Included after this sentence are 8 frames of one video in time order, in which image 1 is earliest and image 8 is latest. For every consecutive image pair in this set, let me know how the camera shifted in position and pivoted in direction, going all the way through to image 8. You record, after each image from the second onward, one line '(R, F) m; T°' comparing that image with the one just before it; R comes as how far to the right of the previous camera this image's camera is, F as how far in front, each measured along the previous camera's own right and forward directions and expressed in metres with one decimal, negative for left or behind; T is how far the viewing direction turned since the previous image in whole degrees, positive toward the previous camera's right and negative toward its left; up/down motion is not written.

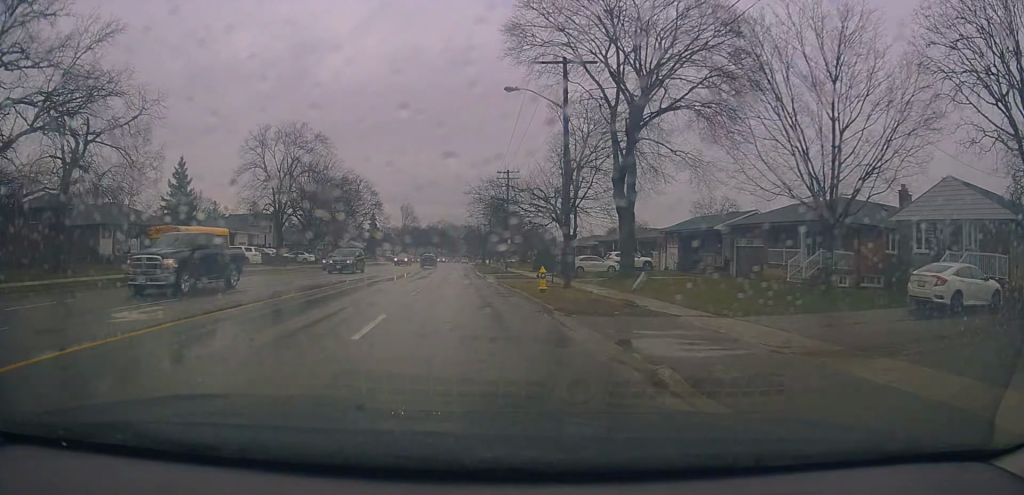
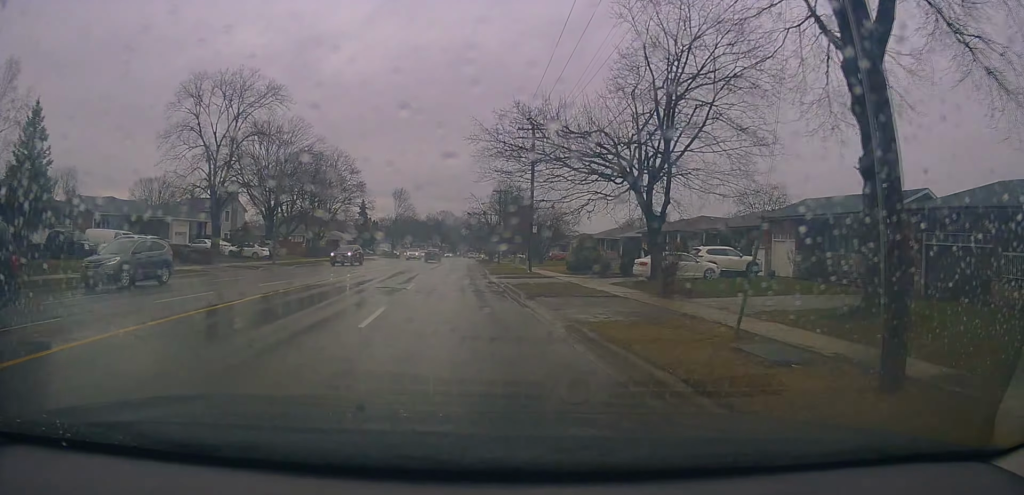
(-0.5, +18.2) m; 0°
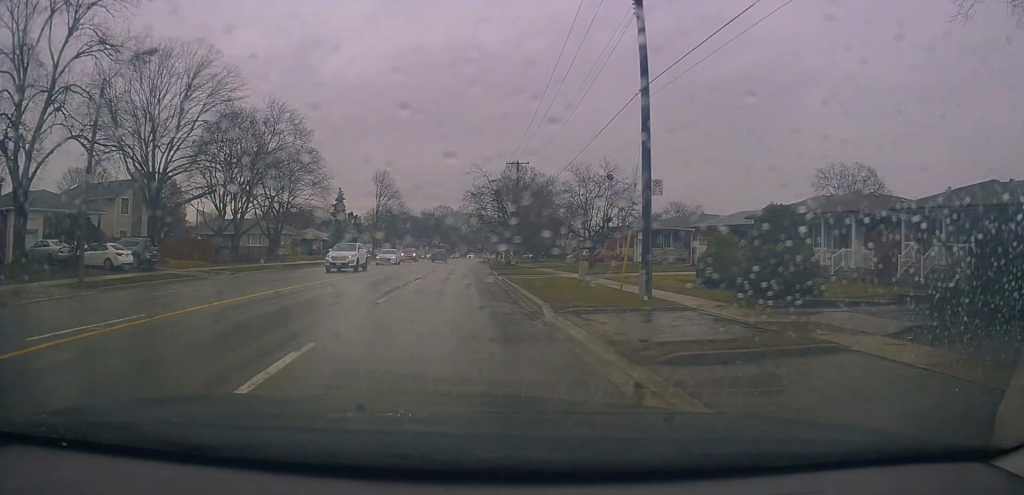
(+0.2, +25.3) m; +1°
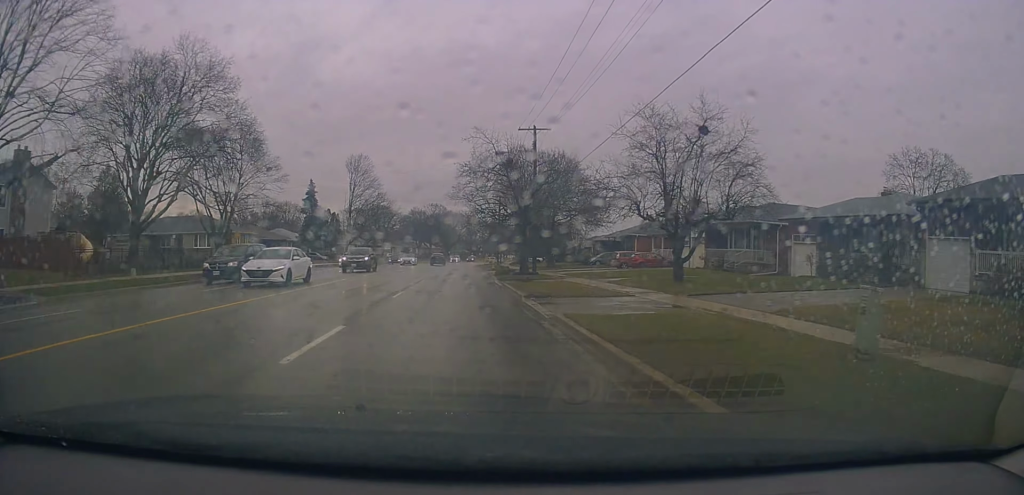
(+0.2, +17.3) m; 0°
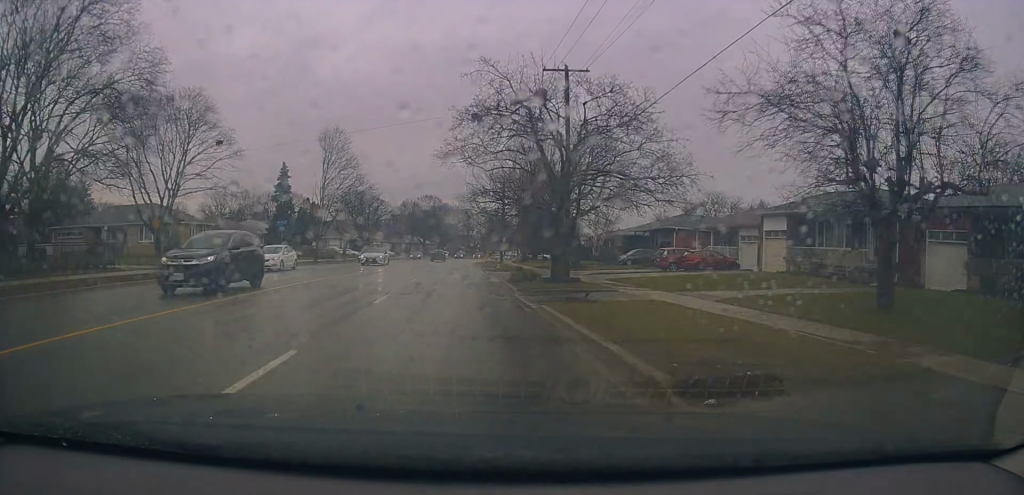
(-0.2, +14.1) m; -1°
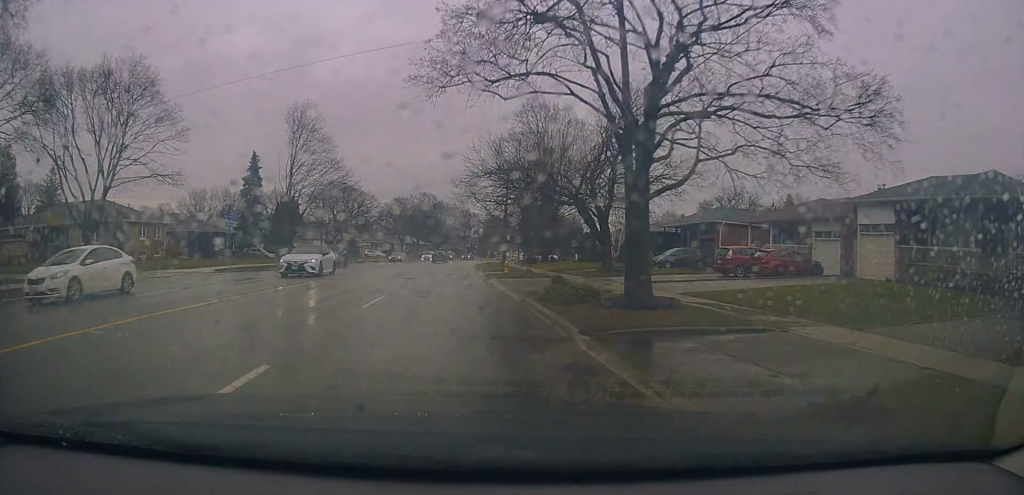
(-0.1, +11.1) m; 0°
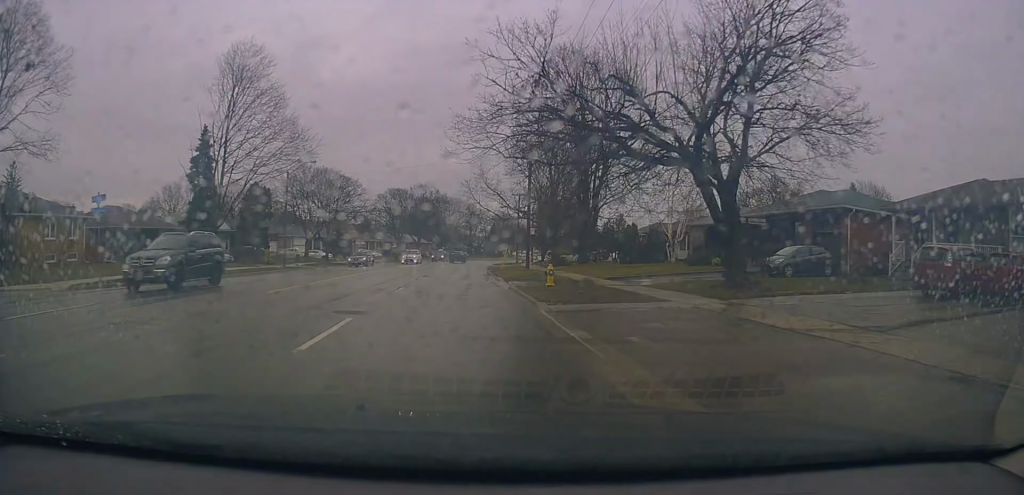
(+0.2, +16.9) m; +1°
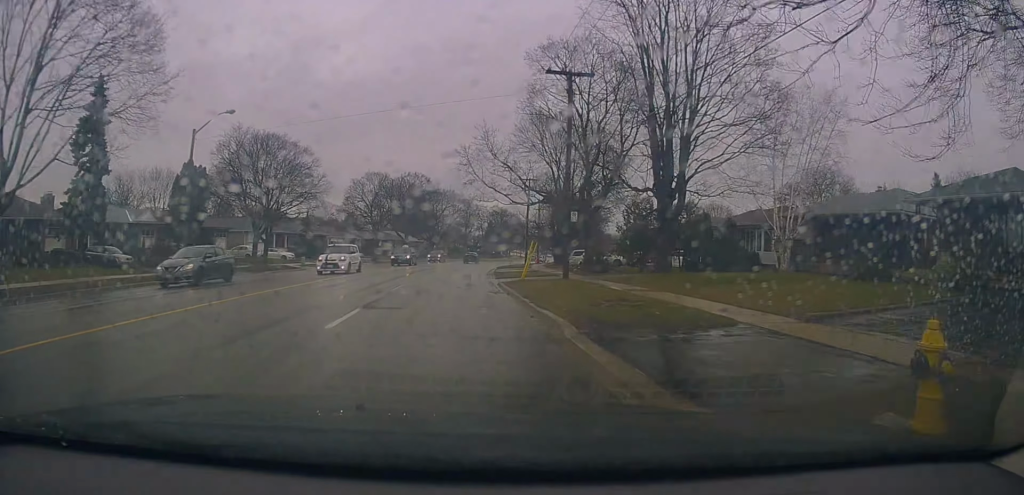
(+0.1, +17.7) m; +1°
